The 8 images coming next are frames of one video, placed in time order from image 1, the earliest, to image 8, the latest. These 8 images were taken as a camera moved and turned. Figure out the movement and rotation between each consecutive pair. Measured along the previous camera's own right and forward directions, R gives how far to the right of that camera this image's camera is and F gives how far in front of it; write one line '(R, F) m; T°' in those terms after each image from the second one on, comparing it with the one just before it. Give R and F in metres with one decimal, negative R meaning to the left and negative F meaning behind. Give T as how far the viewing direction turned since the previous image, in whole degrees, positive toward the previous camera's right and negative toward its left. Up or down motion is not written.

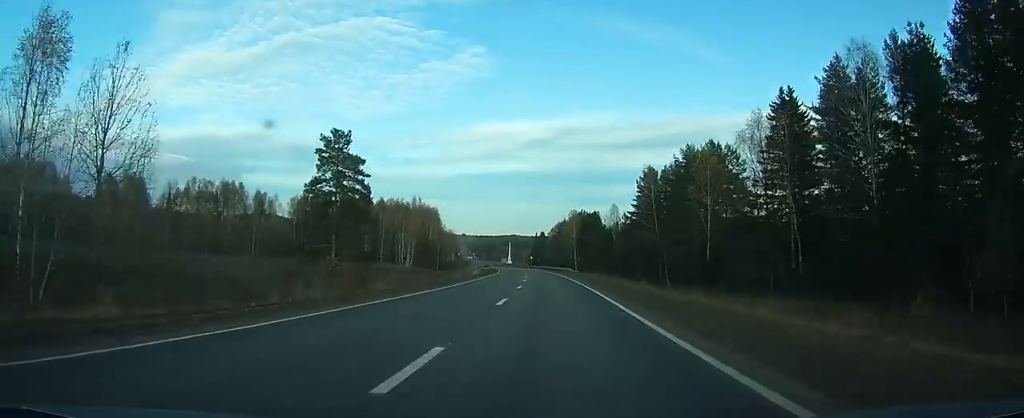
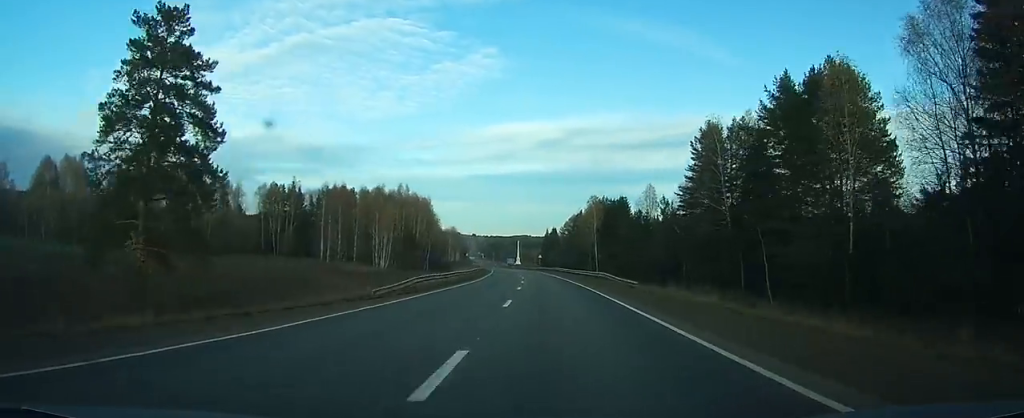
(-0.1, +36.5) m; -1°
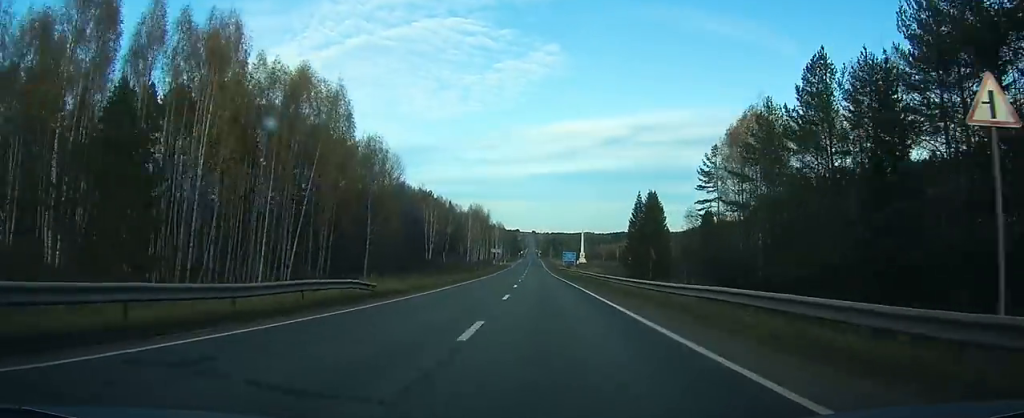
(-5.2, +127.7) m; -5°
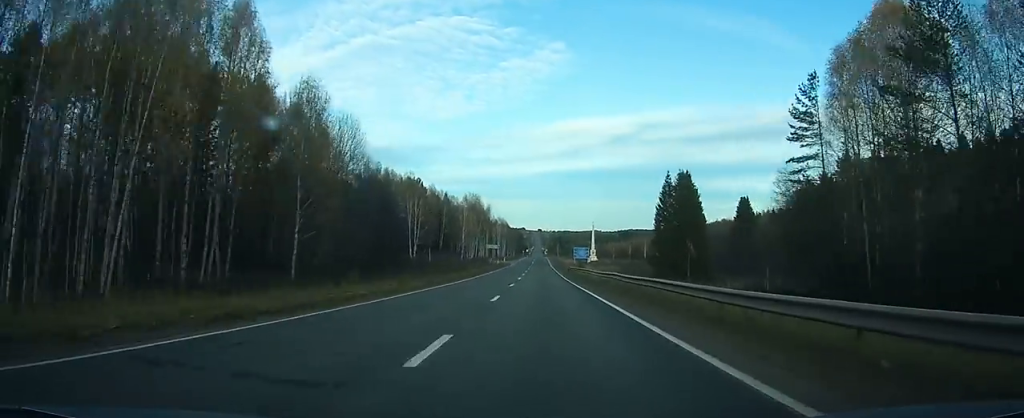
(-0.6, +26.6) m; -1°
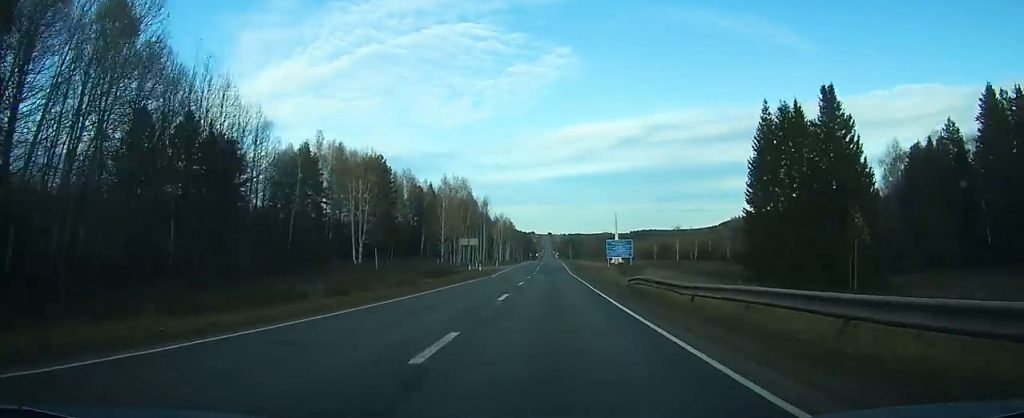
(-0.7, +47.4) m; -1°
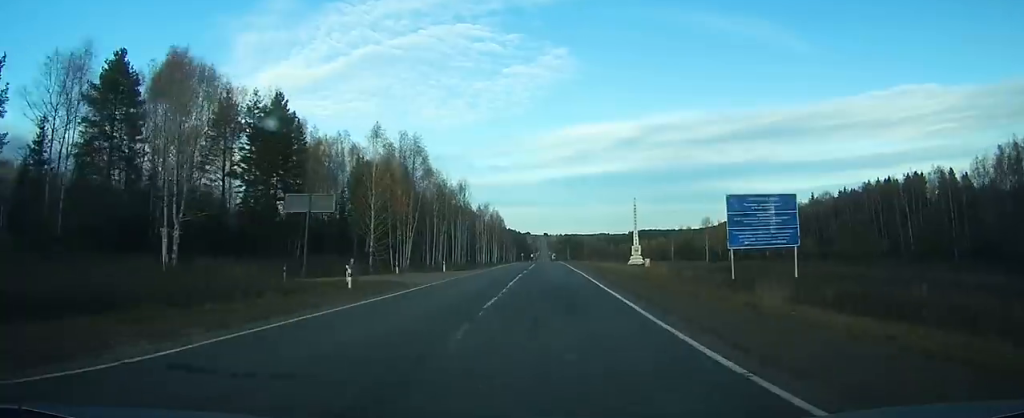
(-0.4, +47.3) m; -1°
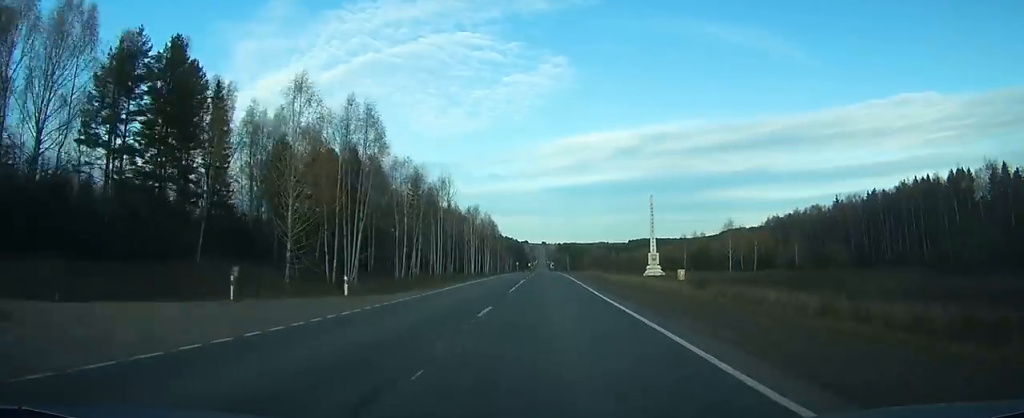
(-0.2, +24.6) m; 0°
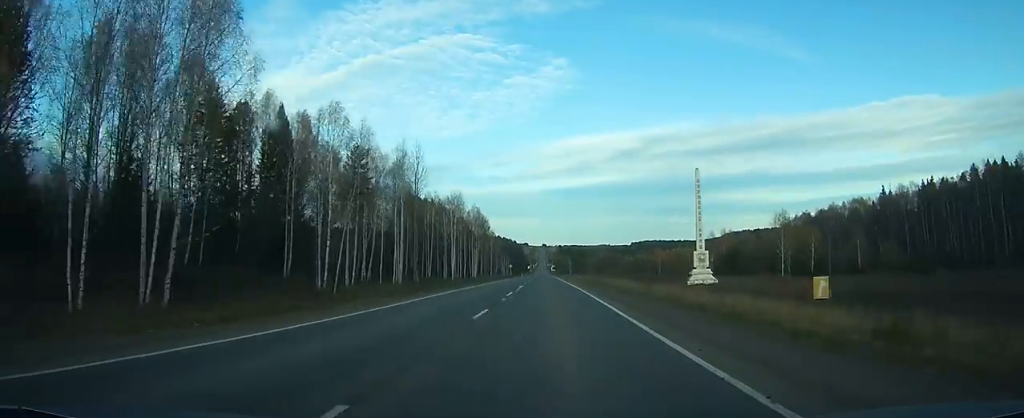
(-0.1, +35.9) m; 0°
